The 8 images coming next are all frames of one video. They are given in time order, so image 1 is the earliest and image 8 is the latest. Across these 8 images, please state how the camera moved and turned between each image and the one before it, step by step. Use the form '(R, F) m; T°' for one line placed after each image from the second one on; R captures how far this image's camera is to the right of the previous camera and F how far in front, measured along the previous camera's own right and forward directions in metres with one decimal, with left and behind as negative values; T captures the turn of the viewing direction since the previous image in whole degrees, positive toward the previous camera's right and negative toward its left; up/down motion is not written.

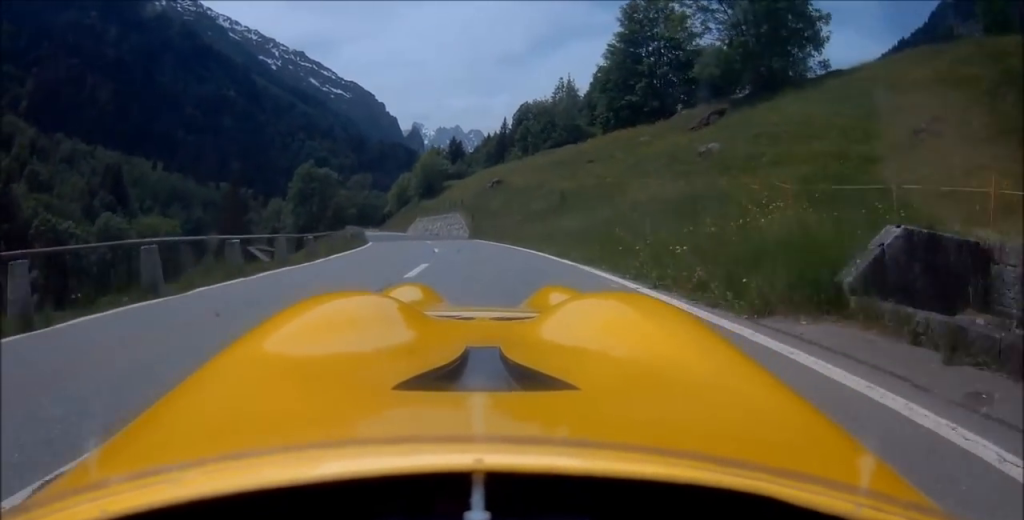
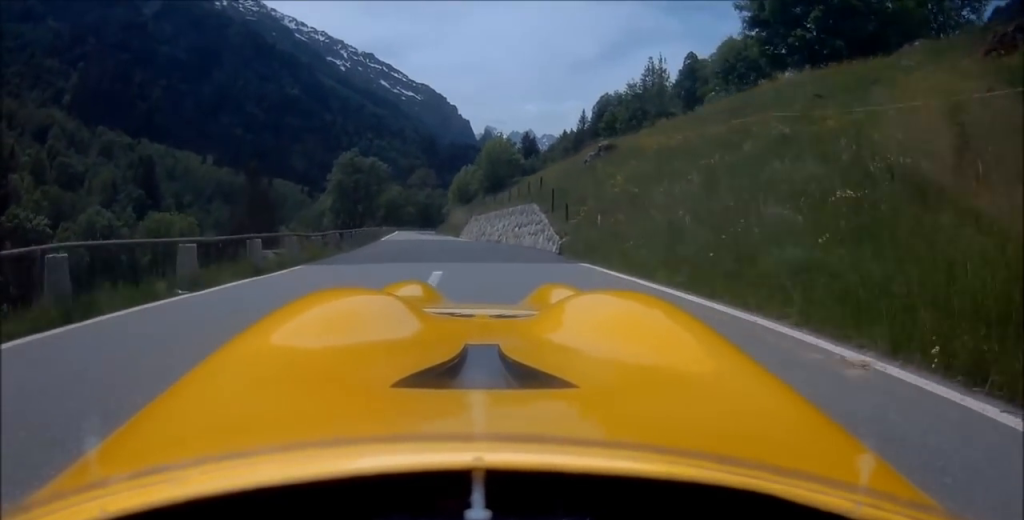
(-1.2, +21.6) m; -5°
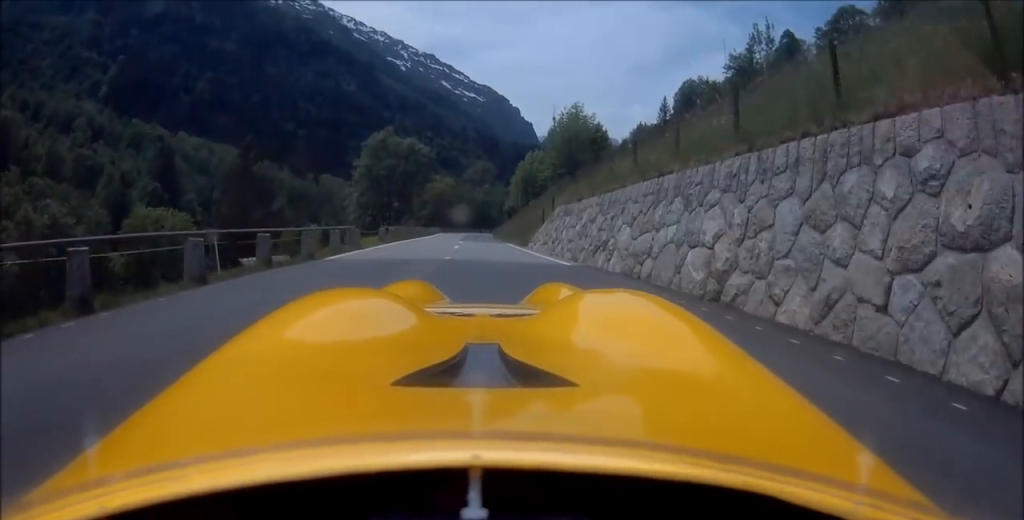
(-1.2, +24.0) m; -5°
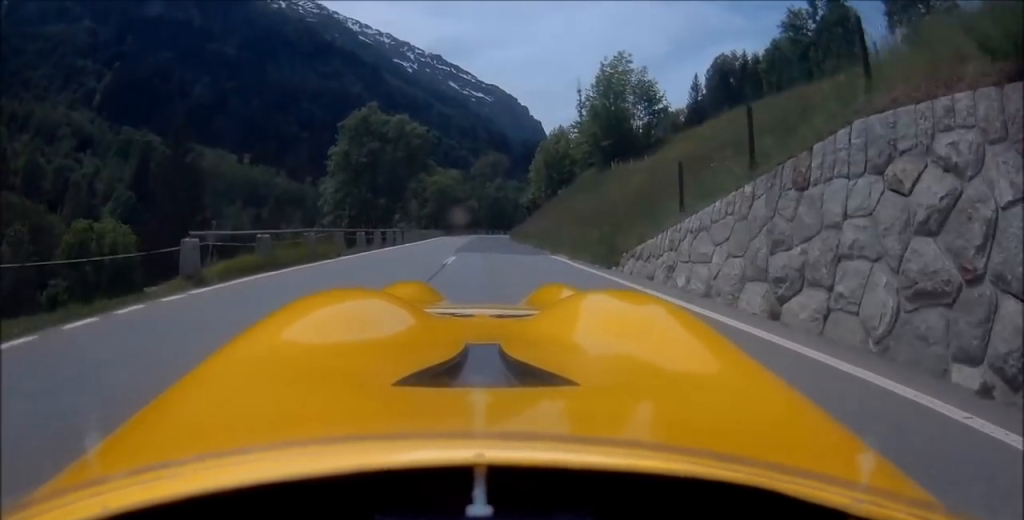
(-0.4, +18.6) m; -2°
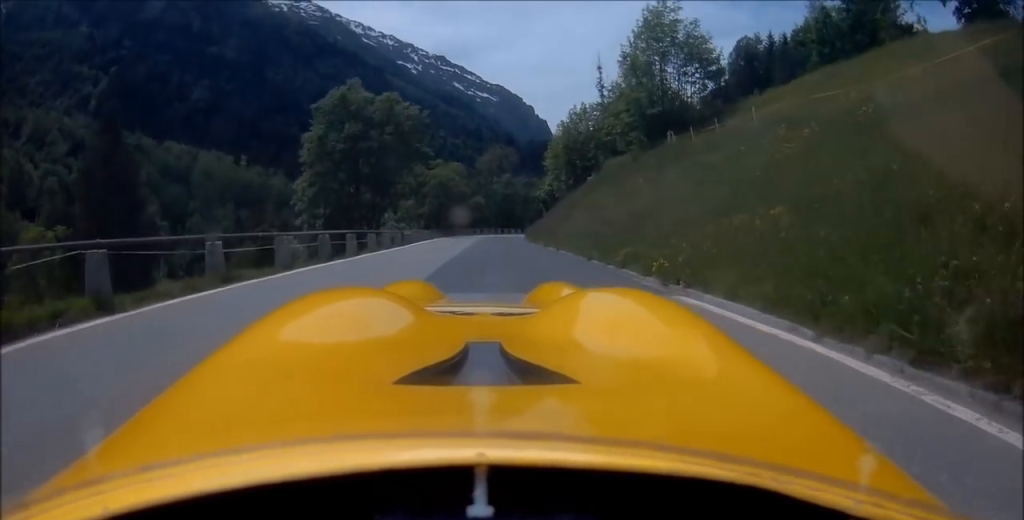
(0.0, +11.6) m; 0°
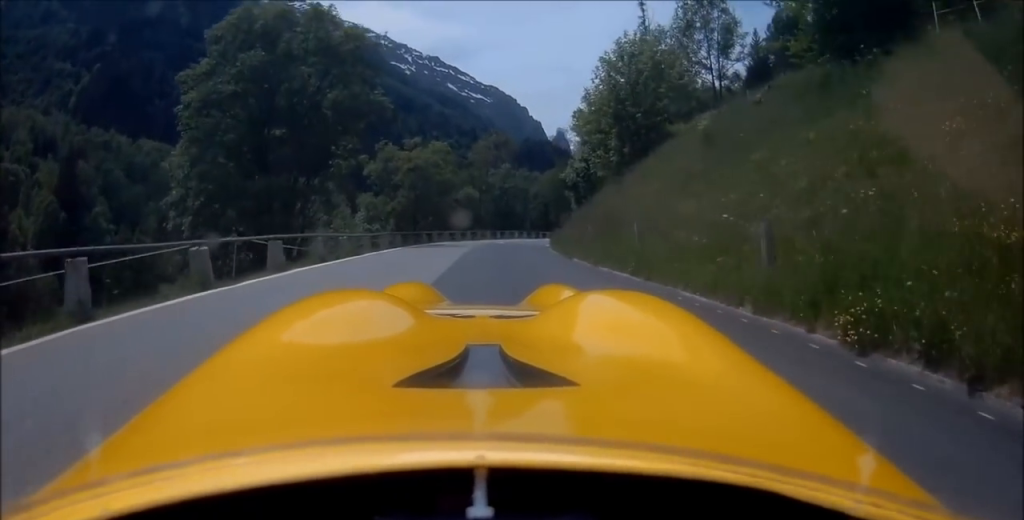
(0.0, +21.6) m; +2°
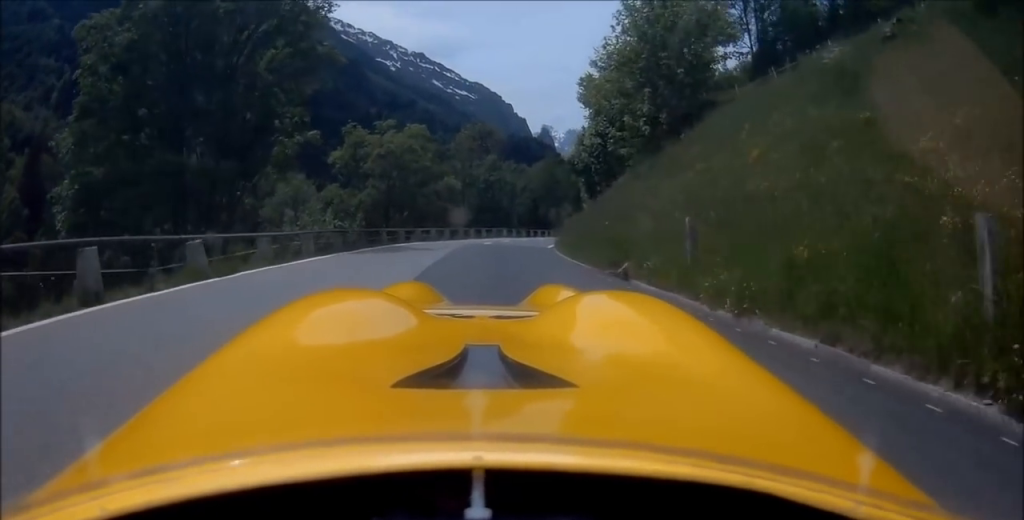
(-0.2, +8.4) m; +2°
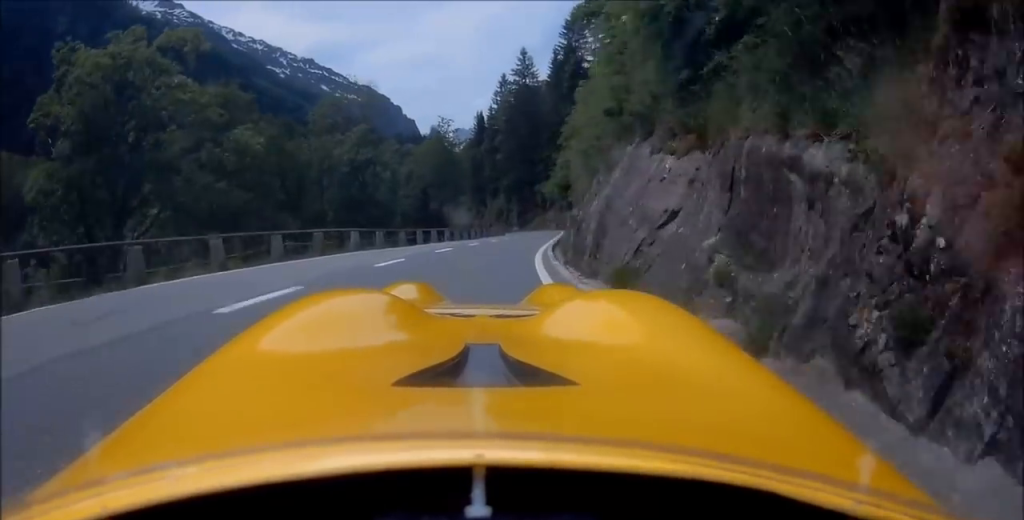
(+2.8, +28.5) m; +10°
